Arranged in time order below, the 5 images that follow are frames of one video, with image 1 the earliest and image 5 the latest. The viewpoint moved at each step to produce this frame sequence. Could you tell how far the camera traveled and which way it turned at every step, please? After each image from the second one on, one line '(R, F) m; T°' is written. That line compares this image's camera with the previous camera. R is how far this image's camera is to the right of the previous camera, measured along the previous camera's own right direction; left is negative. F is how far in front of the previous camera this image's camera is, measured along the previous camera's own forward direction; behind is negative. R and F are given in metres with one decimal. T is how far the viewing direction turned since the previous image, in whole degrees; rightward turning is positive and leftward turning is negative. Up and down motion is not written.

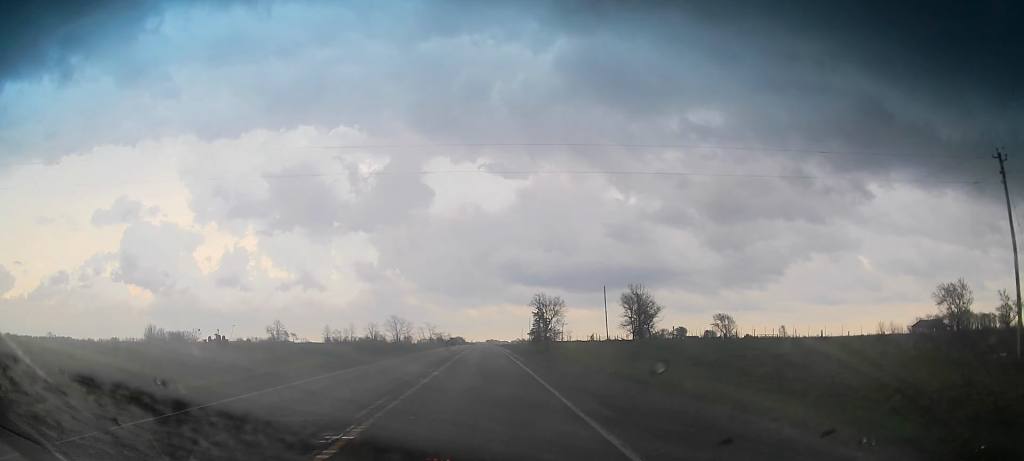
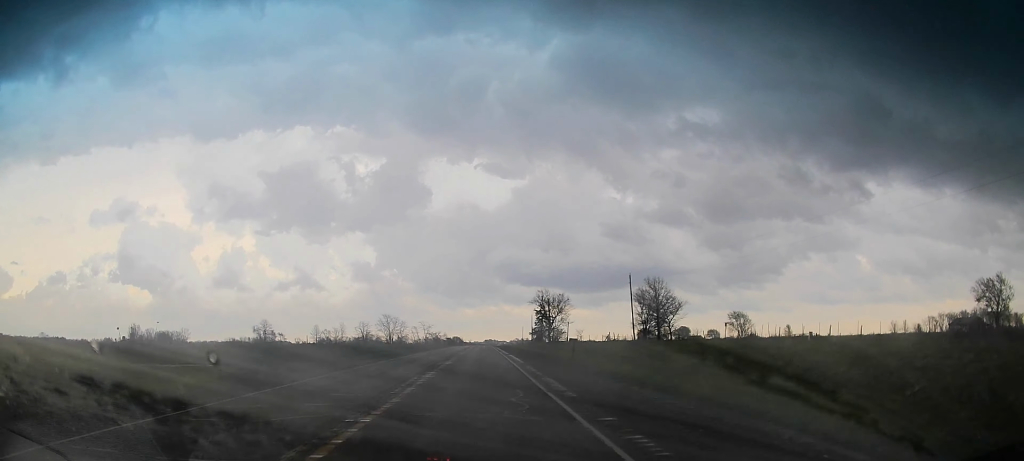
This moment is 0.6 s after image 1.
(+0.1, +18.0) m; 0°
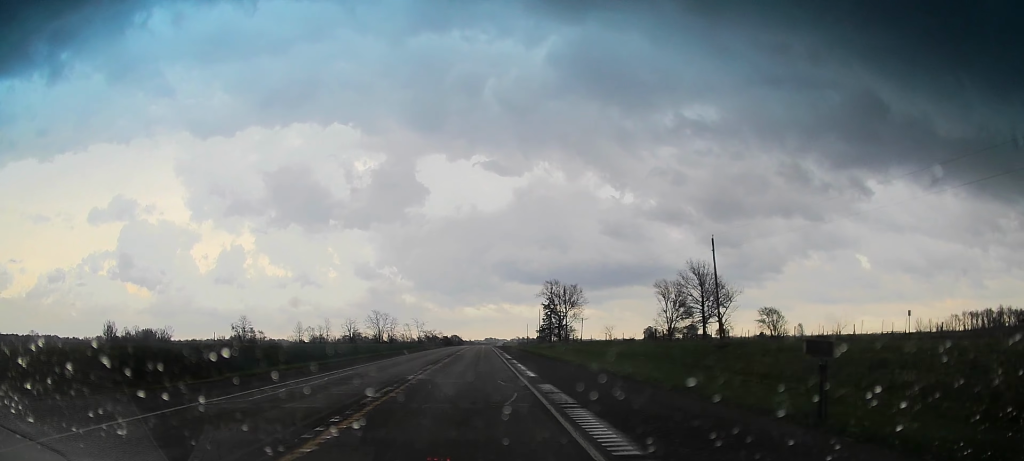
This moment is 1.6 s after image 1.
(0.0, +29.0) m; 0°
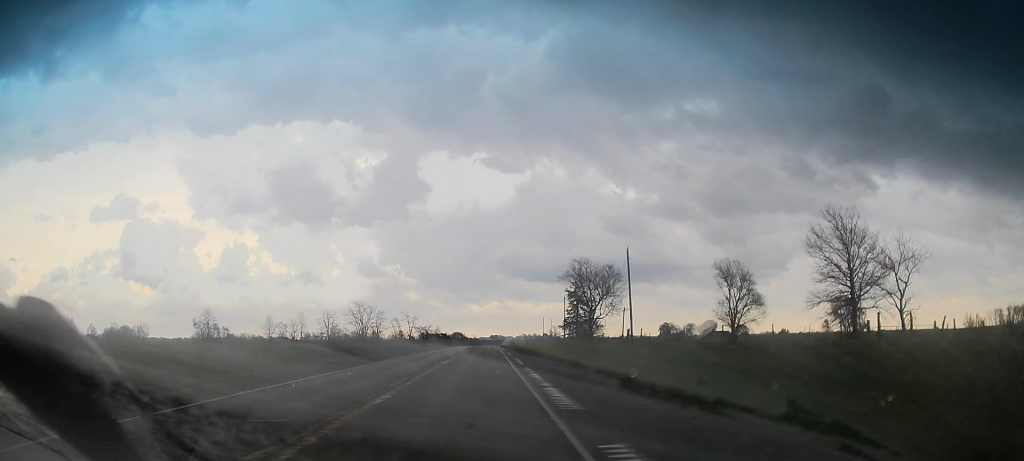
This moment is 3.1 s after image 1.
(0.0, +45.9) m; 0°
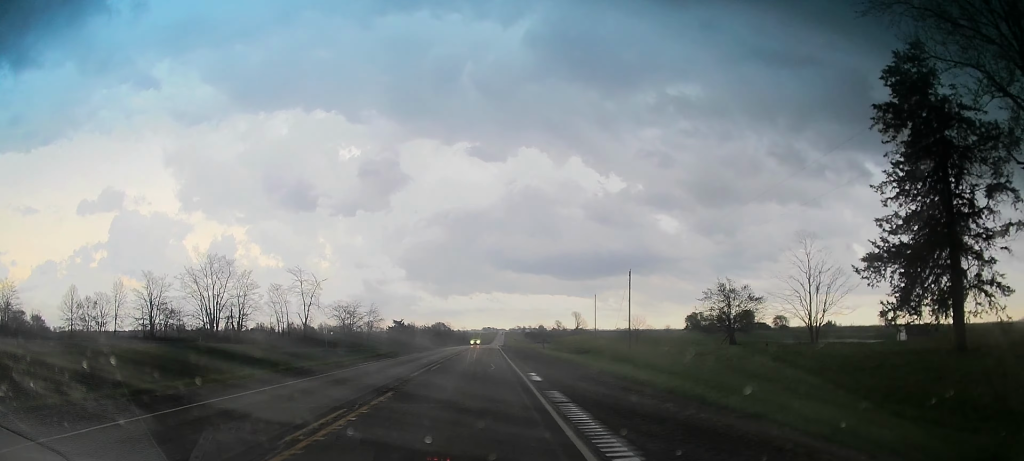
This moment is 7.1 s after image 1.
(-1.2, +117.4) m; 0°
